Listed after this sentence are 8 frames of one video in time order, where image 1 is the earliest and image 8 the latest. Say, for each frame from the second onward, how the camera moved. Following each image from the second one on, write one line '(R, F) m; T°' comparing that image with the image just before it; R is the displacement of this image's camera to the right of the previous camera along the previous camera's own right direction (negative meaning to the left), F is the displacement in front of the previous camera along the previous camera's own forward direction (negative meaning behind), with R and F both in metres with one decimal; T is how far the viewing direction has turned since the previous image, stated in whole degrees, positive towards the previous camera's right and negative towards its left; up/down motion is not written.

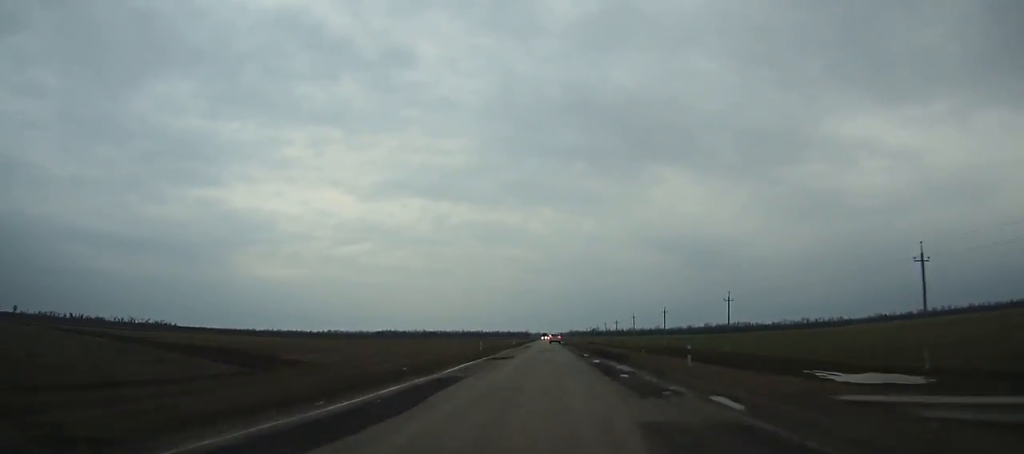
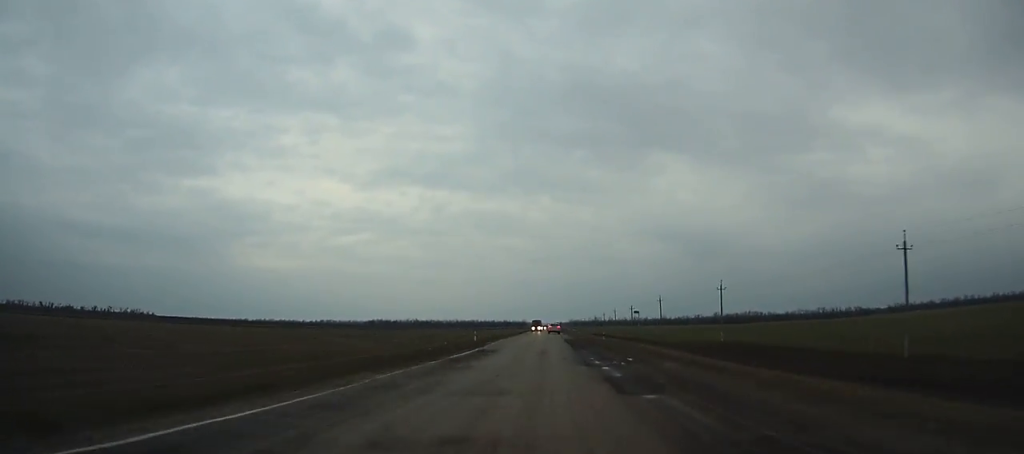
(+0.1, +49.5) m; 0°
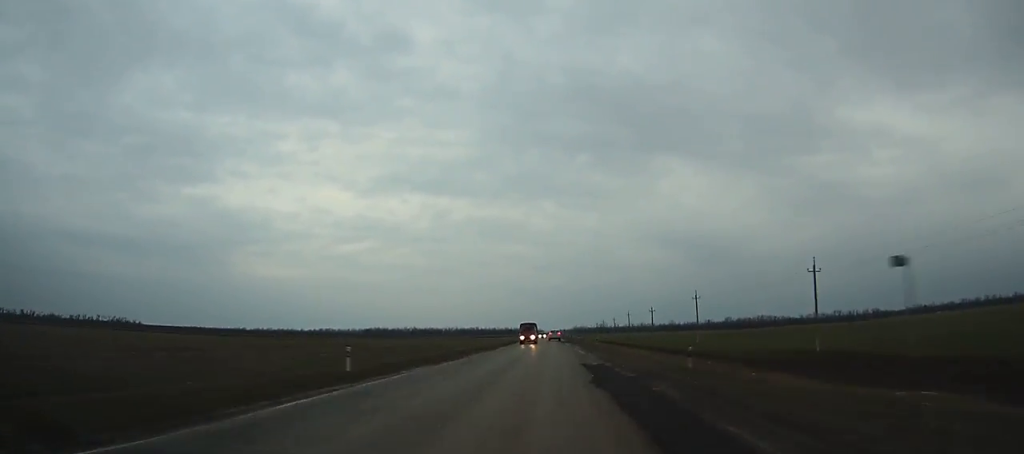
(+0.1, +33.7) m; 0°
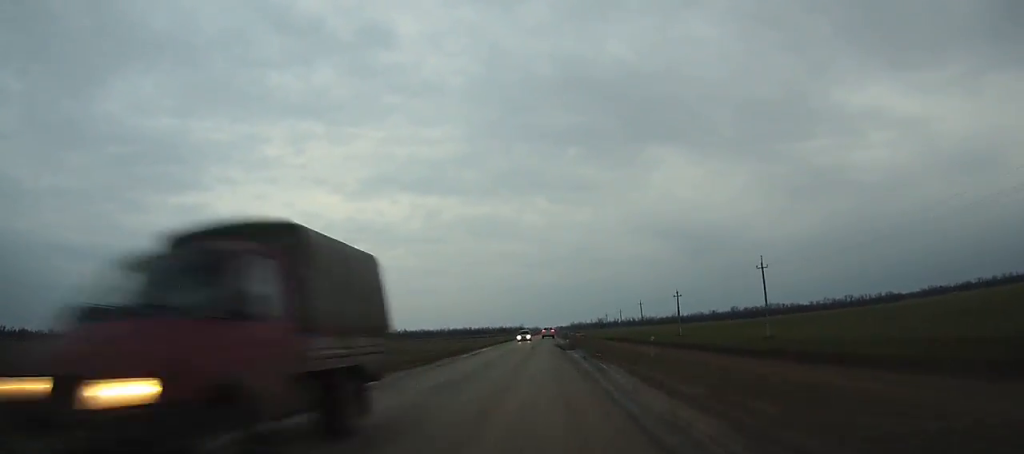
(-0.1, +38.1) m; 0°
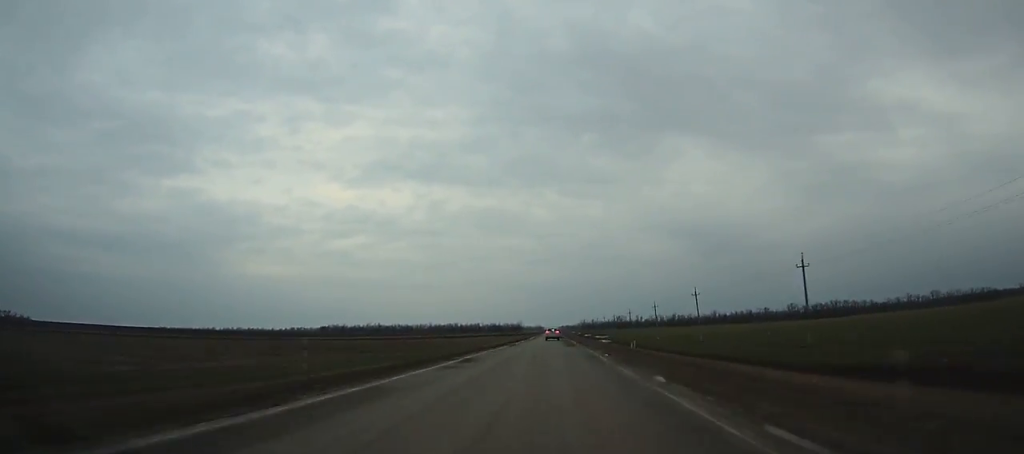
(0.0, +147.9) m; 0°
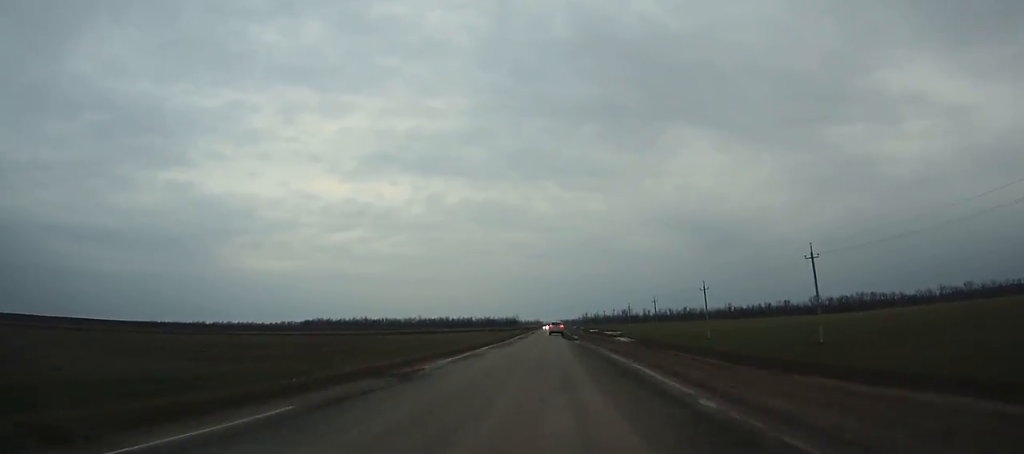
(+0.1, +46.6) m; 0°
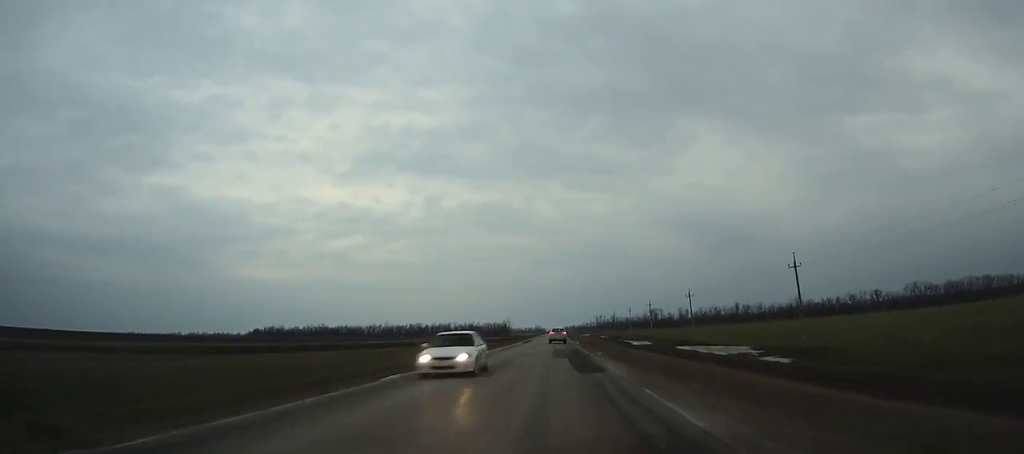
(-0.4, +130.7) m; 0°
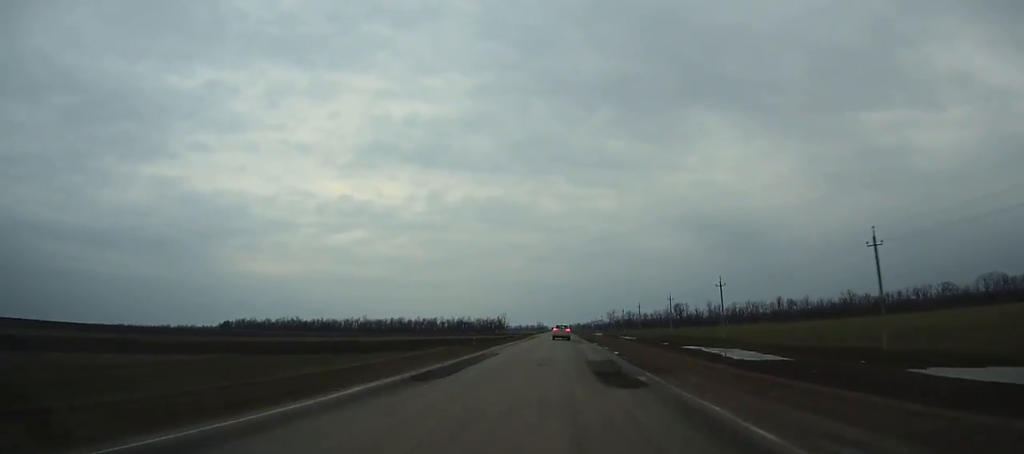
(+0.1, +61.7) m; 0°
